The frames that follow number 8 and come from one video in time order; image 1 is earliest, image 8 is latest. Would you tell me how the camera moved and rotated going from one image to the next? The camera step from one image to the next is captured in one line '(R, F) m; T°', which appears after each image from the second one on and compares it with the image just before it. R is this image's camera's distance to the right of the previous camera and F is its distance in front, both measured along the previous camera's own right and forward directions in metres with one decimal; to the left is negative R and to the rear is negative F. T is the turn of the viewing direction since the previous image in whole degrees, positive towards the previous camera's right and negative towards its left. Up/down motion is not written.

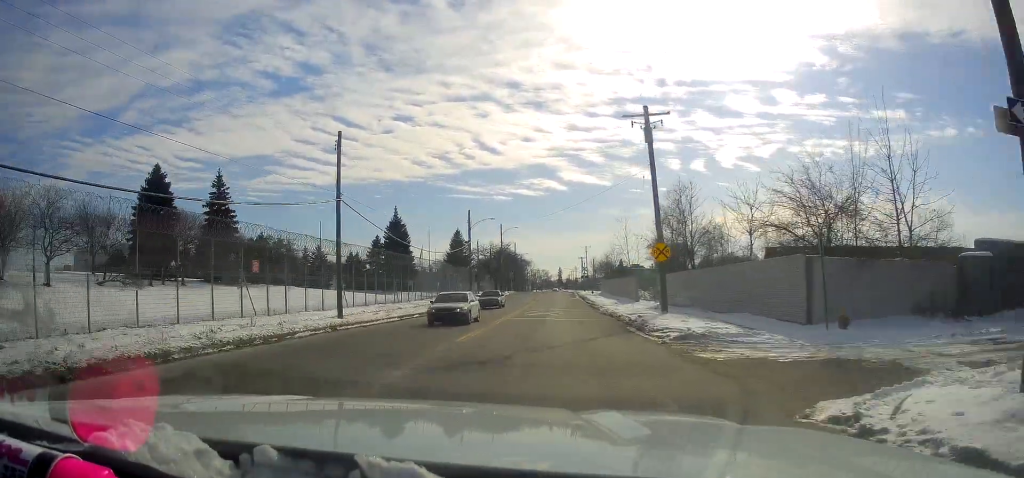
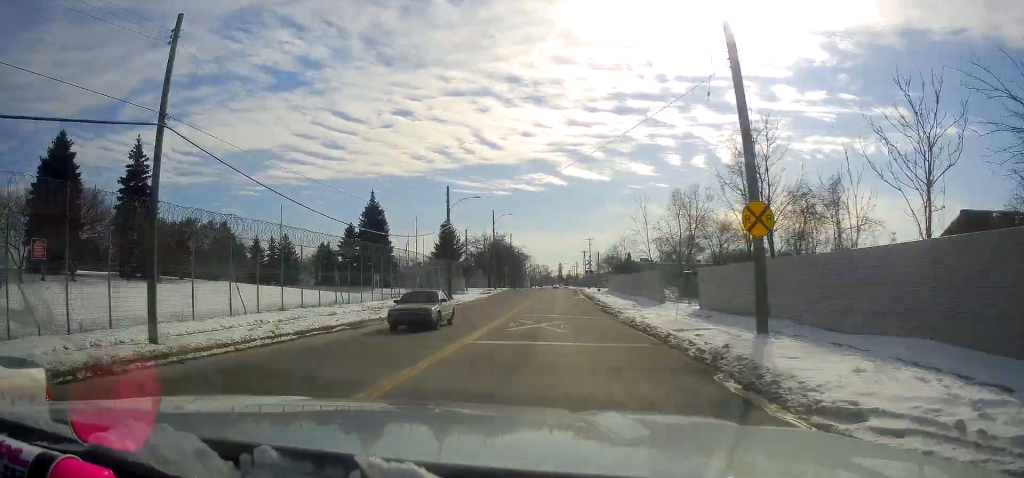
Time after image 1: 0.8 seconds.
(-0.1, +14.0) m; 0°
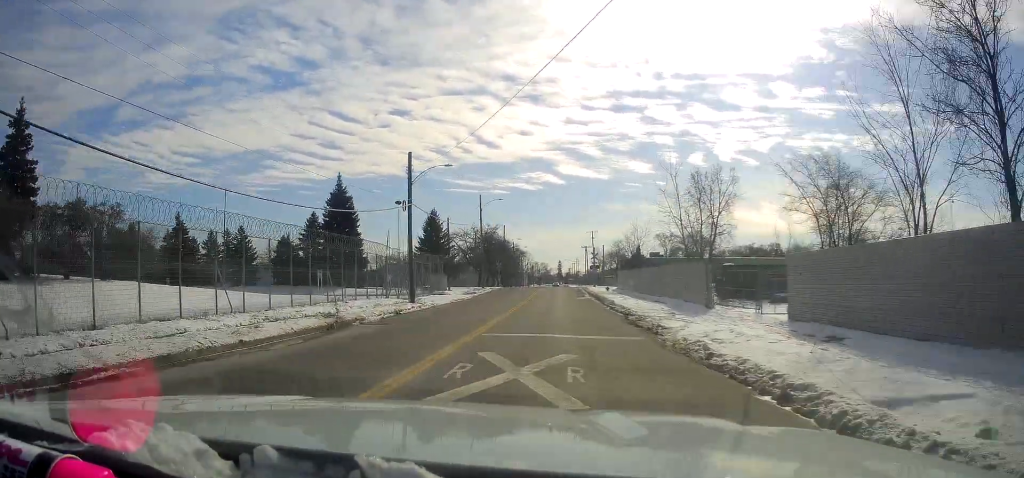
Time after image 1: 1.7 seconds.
(+0.3, +14.4) m; +1°
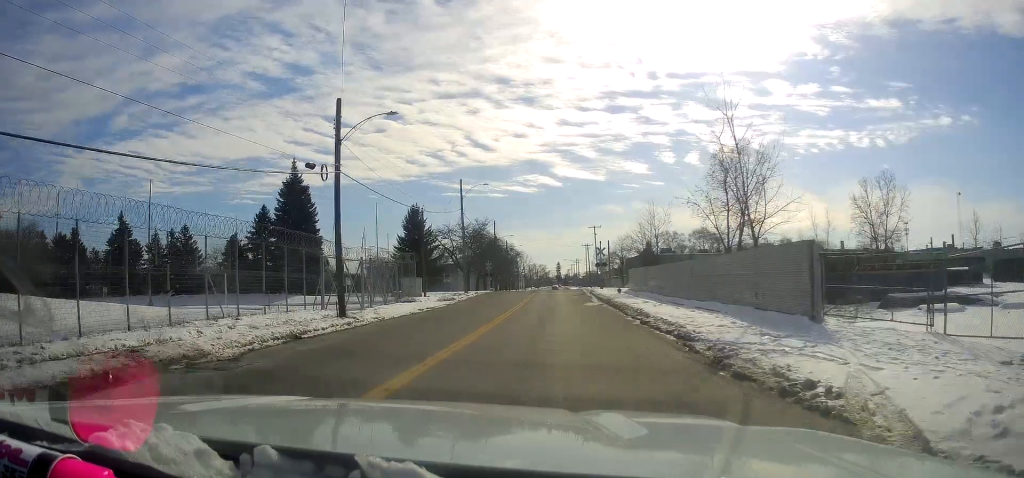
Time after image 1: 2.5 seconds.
(+0.1, +13.5) m; -2°
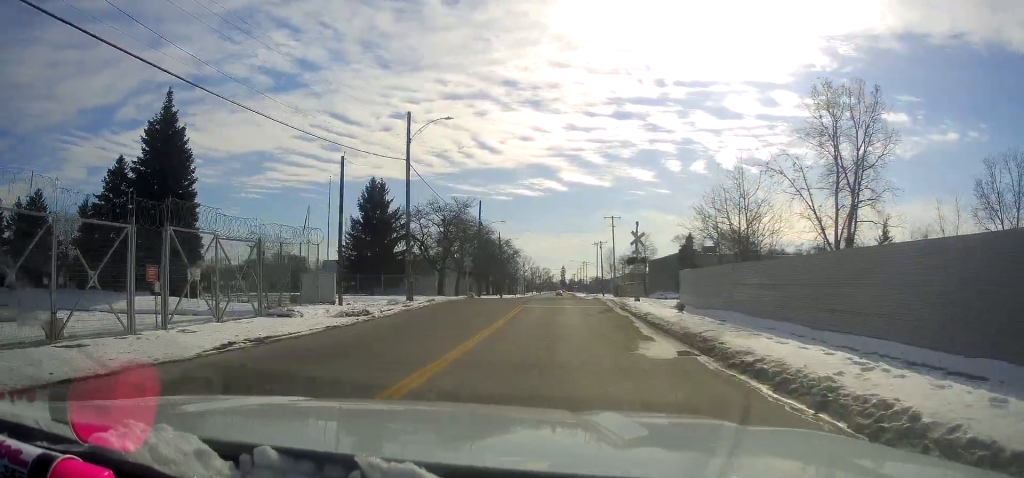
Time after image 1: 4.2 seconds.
(-0.3, +25.4) m; +2°
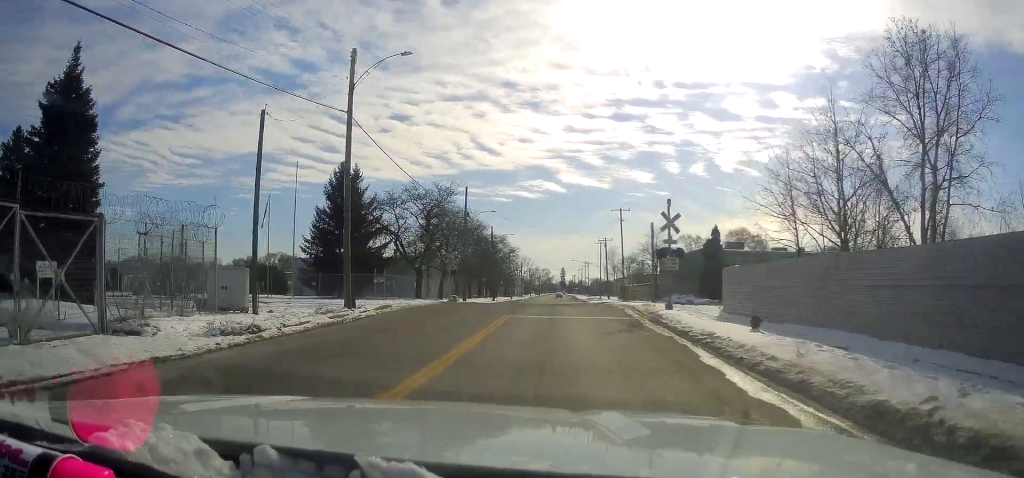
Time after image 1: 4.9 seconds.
(+0.2, +11.1) m; 0°
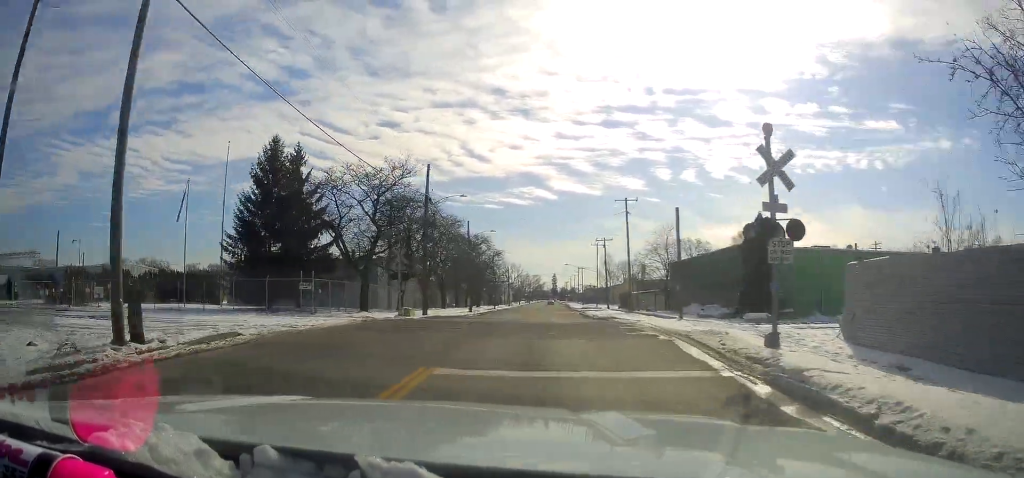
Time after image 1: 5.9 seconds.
(-0.3, +14.6) m; -2°
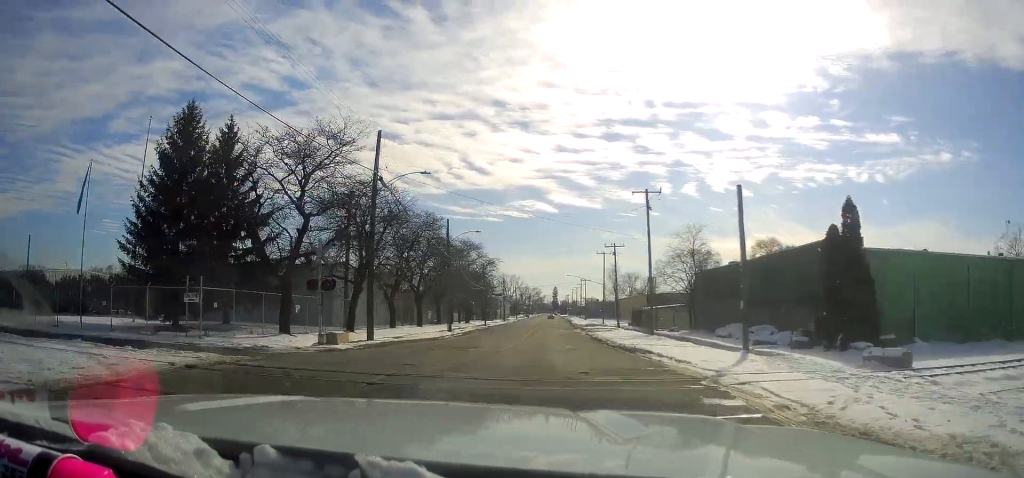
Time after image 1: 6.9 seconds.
(-0.3, +13.5) m; +1°
